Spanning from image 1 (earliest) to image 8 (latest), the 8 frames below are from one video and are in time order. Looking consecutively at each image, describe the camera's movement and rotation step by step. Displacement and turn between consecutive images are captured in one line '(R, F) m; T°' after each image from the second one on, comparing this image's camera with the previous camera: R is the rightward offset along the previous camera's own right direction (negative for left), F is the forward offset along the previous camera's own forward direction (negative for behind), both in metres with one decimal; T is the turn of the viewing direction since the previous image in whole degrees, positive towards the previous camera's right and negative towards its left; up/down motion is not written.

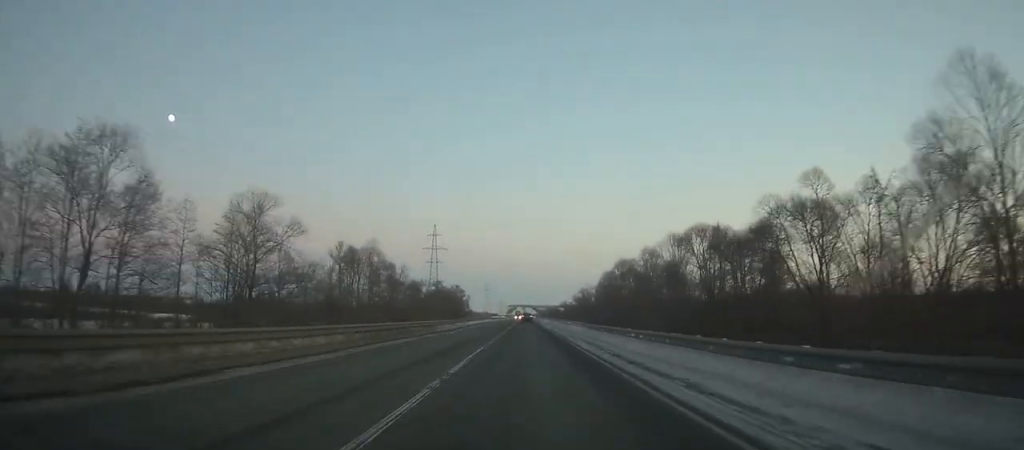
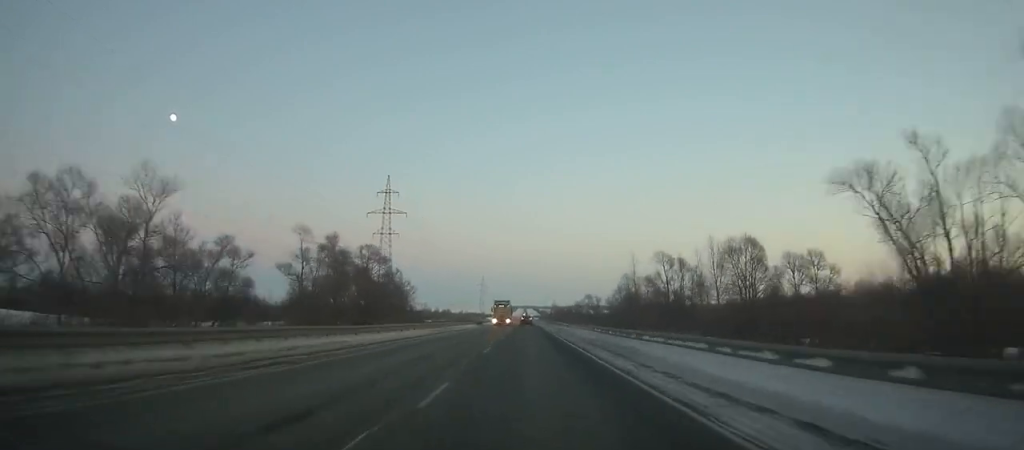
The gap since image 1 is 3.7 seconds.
(+0.1, +100.0) m; 0°
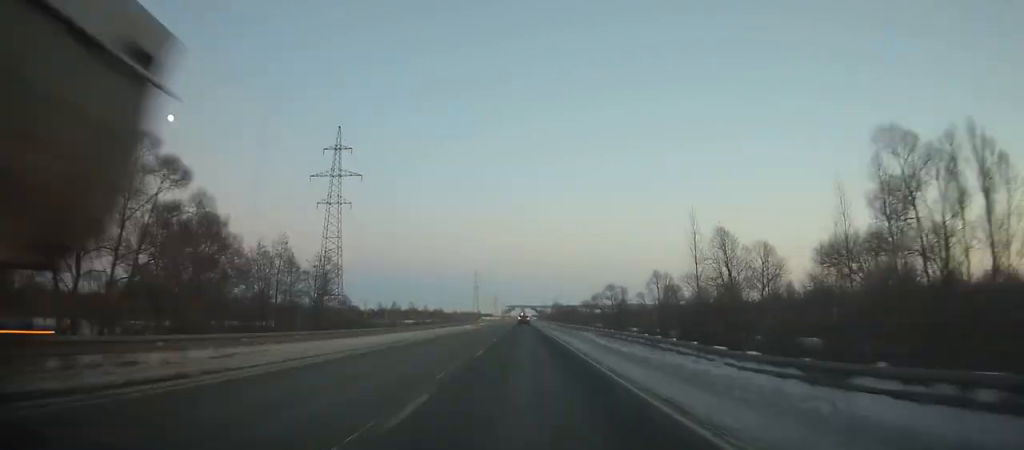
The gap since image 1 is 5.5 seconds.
(0.0, +49.1) m; 0°
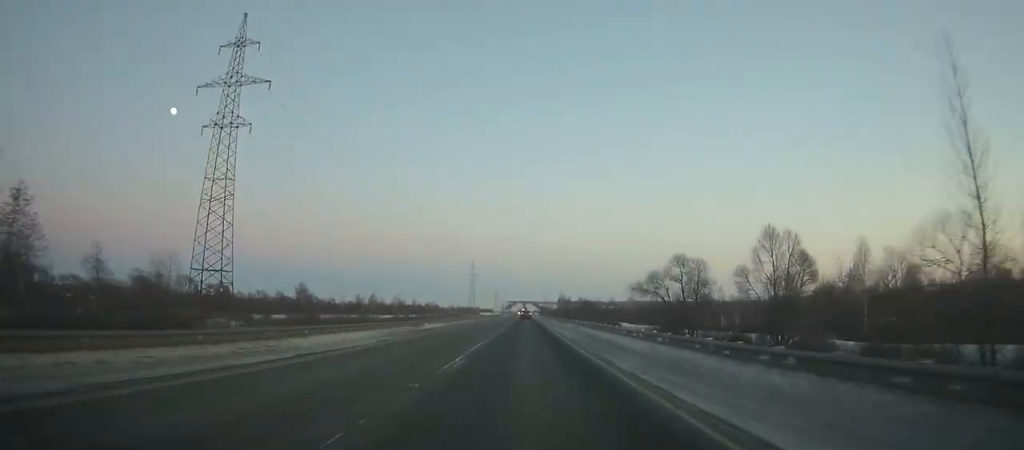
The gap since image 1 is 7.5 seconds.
(0.0, +54.9) m; 0°
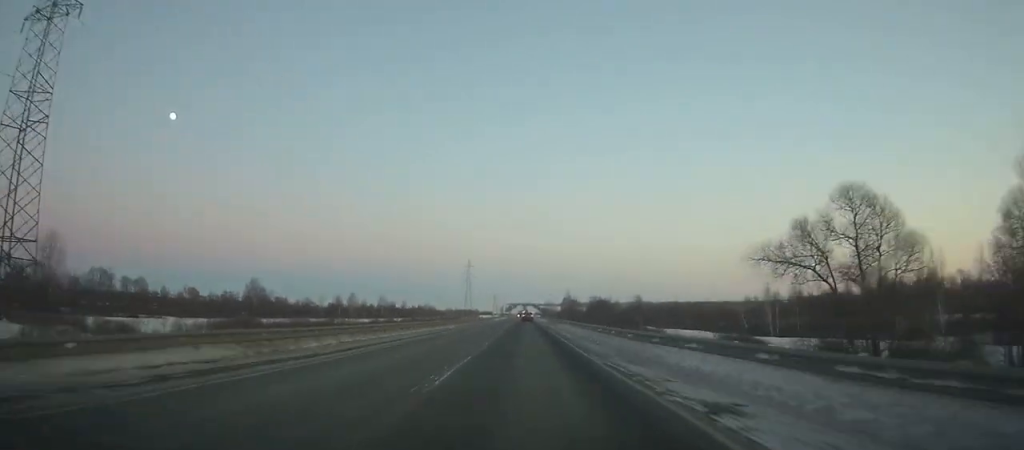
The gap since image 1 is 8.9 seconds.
(0.0, +38.7) m; 0°
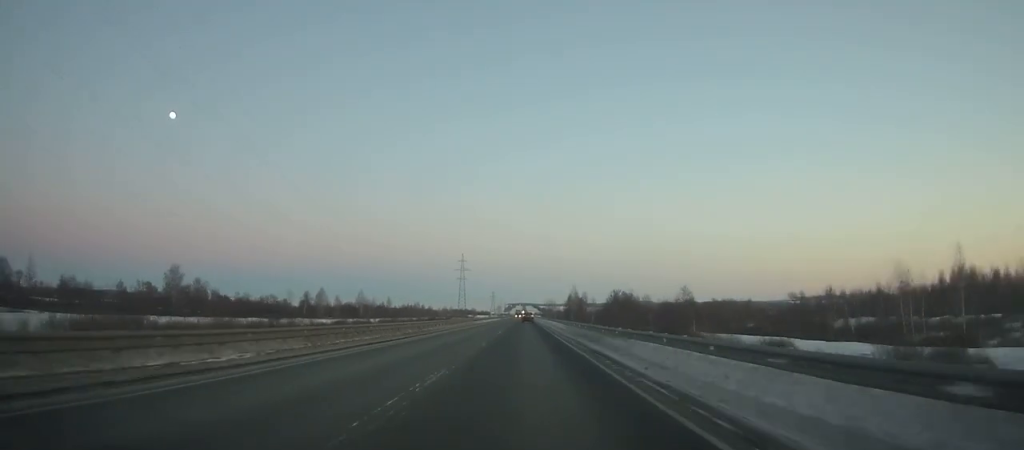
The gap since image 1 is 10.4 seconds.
(0.0, +41.6) m; 0°
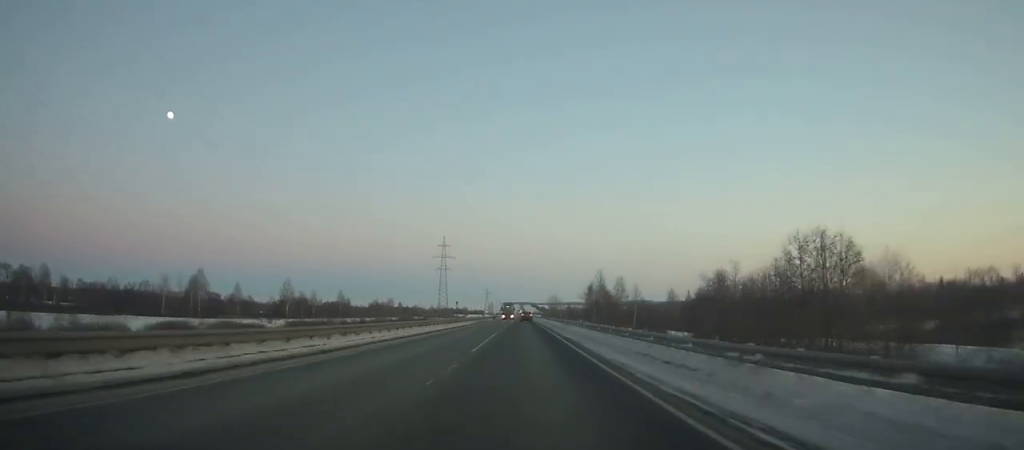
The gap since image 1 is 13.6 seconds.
(-0.4, +90.0) m; 0°
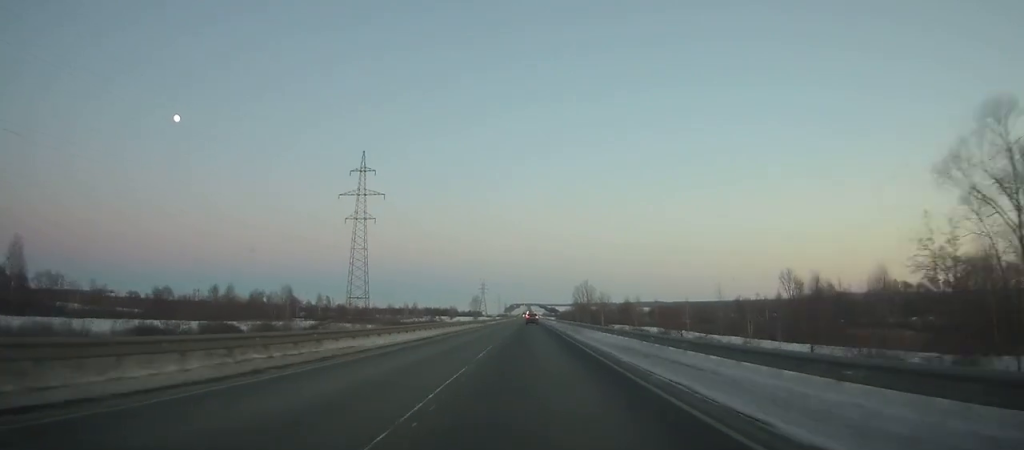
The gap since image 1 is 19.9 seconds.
(-0.2, +182.6) m; 0°
